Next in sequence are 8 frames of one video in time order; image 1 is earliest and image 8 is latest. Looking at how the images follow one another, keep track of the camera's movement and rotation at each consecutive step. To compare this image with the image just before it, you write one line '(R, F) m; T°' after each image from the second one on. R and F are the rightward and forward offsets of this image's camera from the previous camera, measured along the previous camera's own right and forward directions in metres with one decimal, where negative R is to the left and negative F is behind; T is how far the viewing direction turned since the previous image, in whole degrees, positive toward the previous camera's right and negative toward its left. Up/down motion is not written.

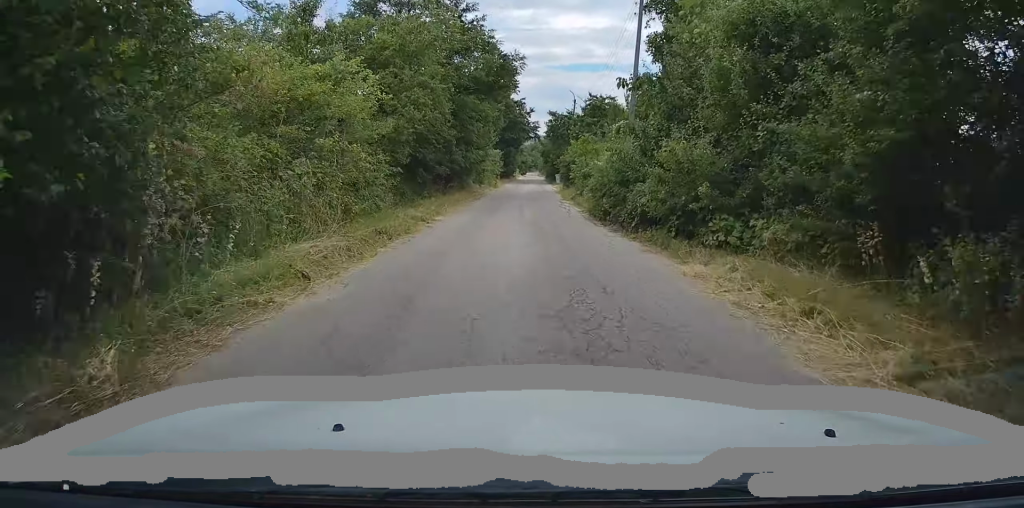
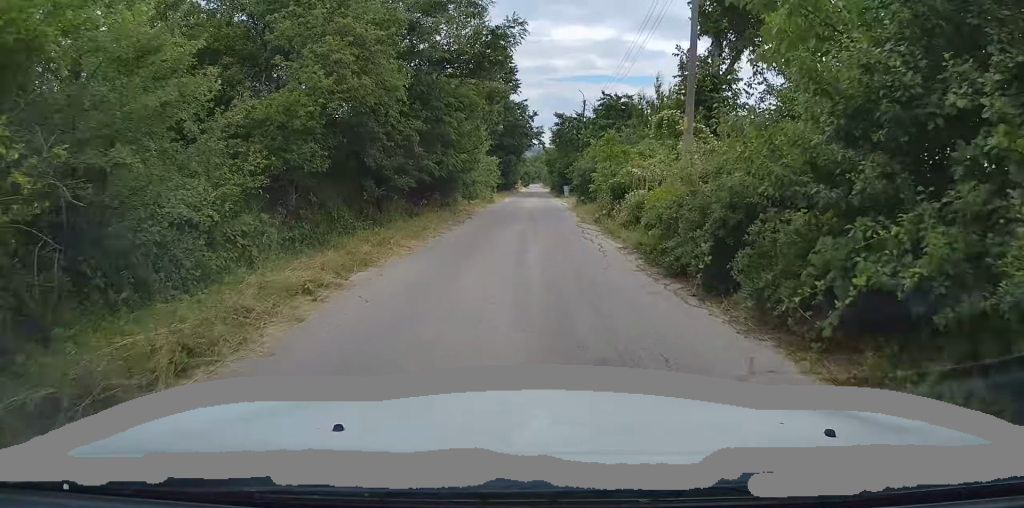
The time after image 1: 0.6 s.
(+0.1, +8.3) m; 0°
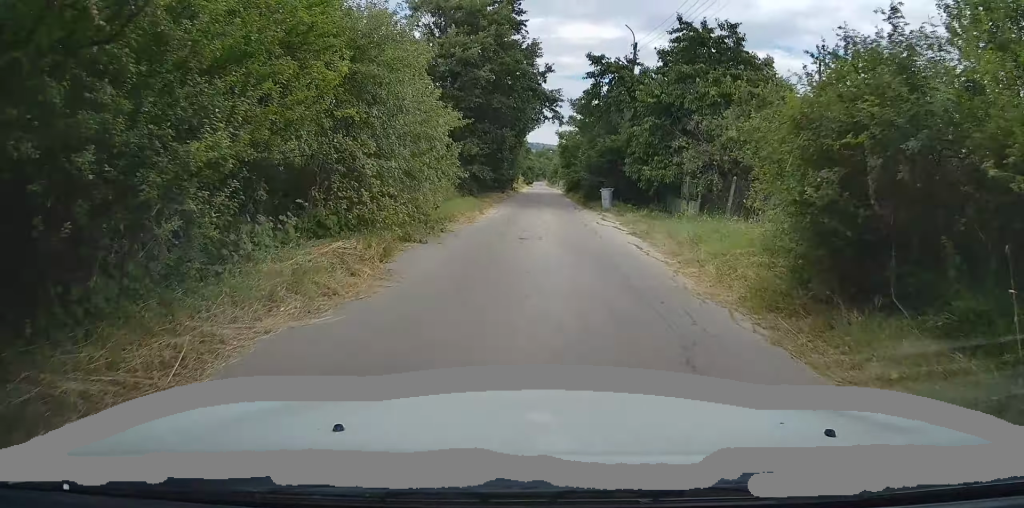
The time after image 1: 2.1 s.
(-0.1, +22.5) m; -1°
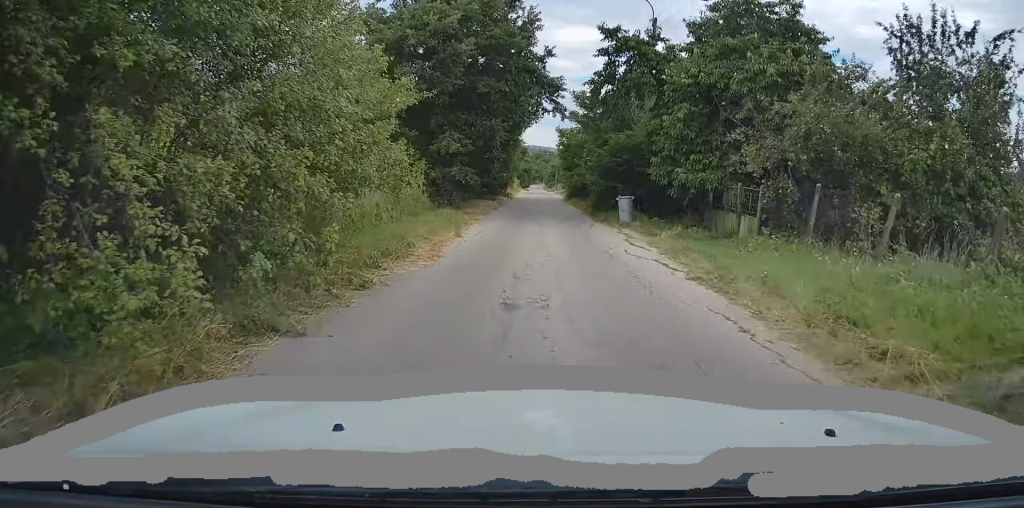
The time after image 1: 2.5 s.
(-0.2, +5.8) m; 0°
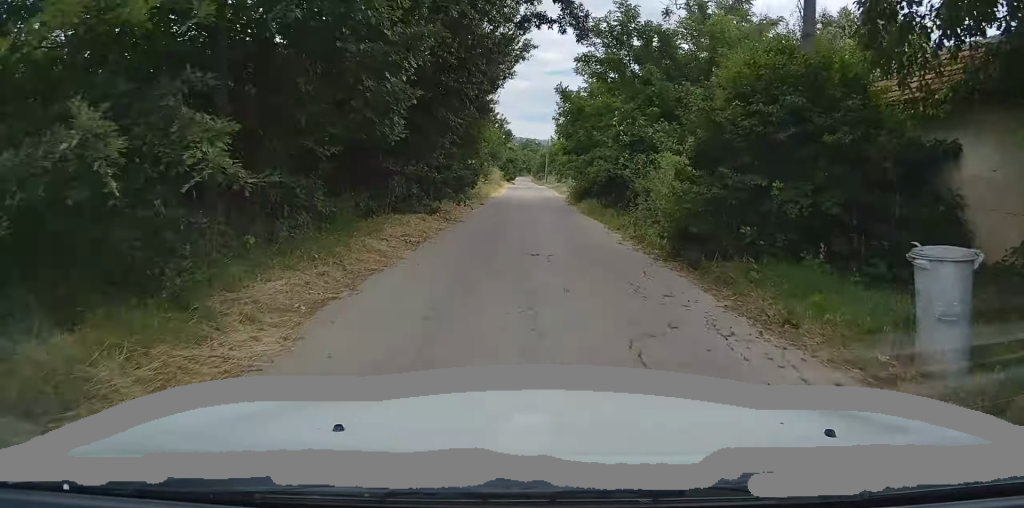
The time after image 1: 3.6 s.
(+0.3, +16.3) m; +2°
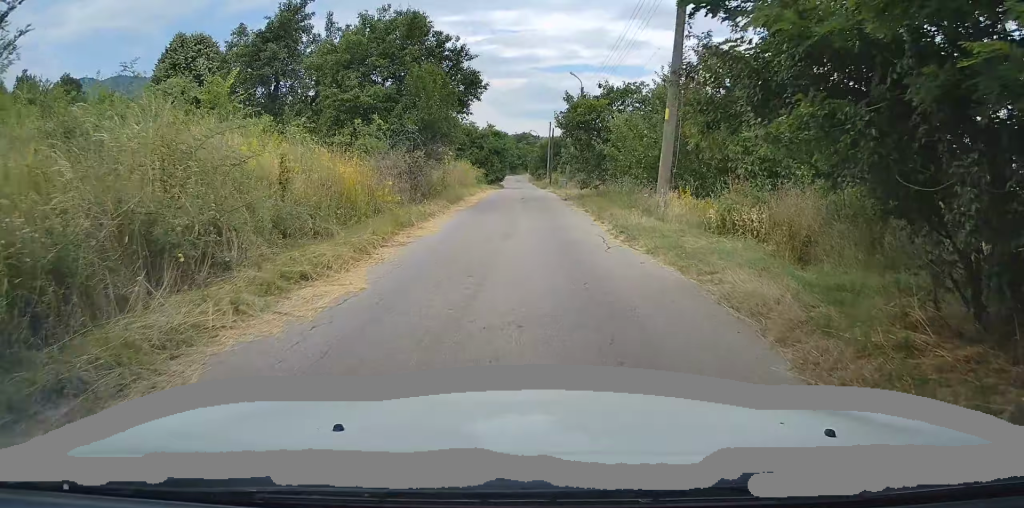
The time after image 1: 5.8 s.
(0.0, +30.3) m; -1°
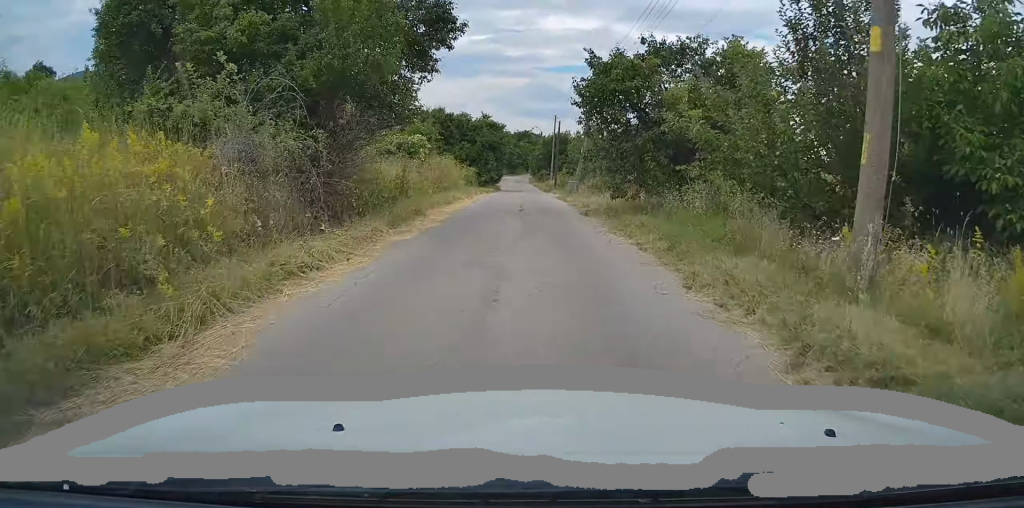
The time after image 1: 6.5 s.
(0.0, +9.7) m; +1°
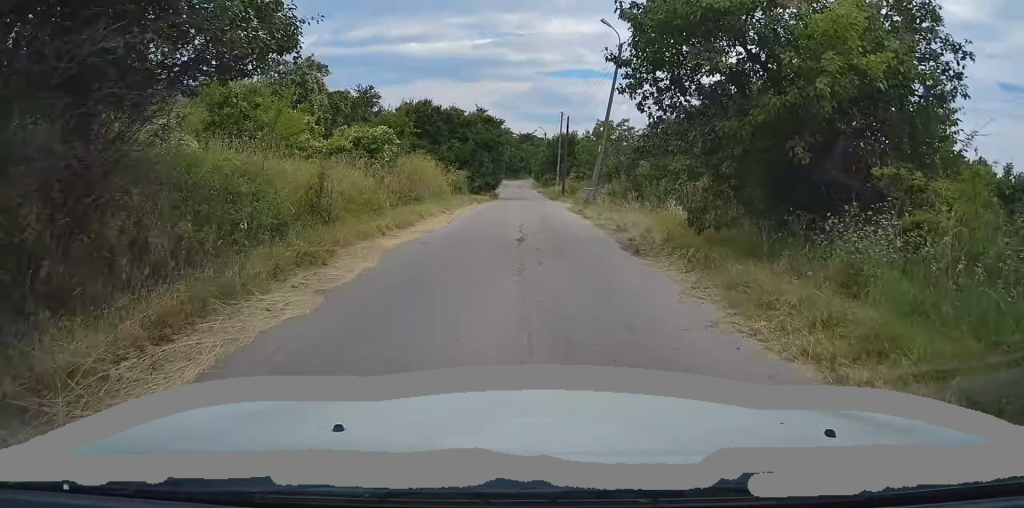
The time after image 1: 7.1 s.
(0.0, +8.2) m; +1°
